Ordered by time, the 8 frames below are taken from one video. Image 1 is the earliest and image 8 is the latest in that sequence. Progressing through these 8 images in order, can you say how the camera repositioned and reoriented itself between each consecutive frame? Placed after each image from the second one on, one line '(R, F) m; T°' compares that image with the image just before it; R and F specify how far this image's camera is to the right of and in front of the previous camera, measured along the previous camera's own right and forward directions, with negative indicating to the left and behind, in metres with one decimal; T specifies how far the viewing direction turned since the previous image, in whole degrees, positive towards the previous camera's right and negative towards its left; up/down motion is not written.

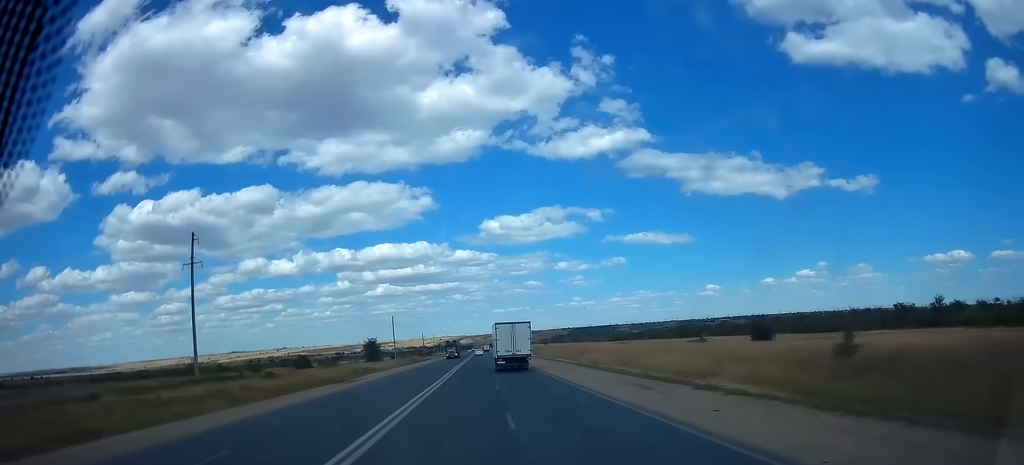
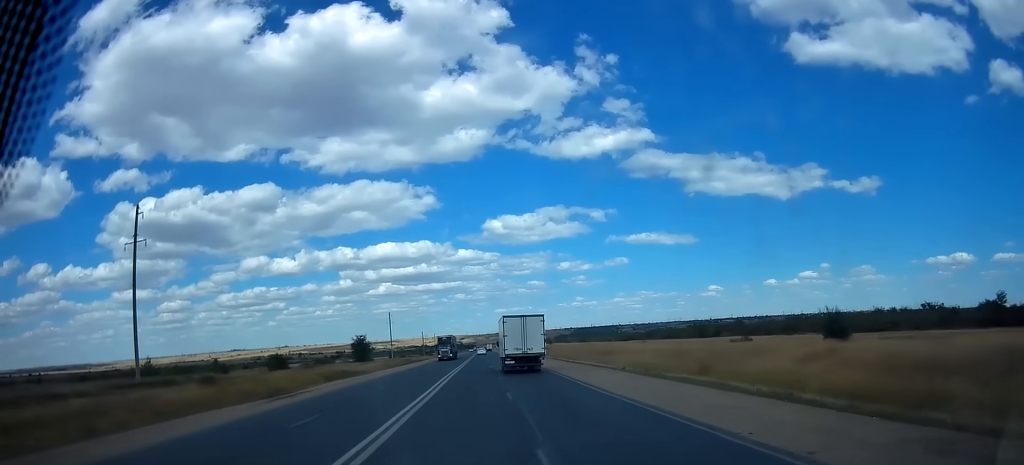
(0.0, +17.8) m; 0°
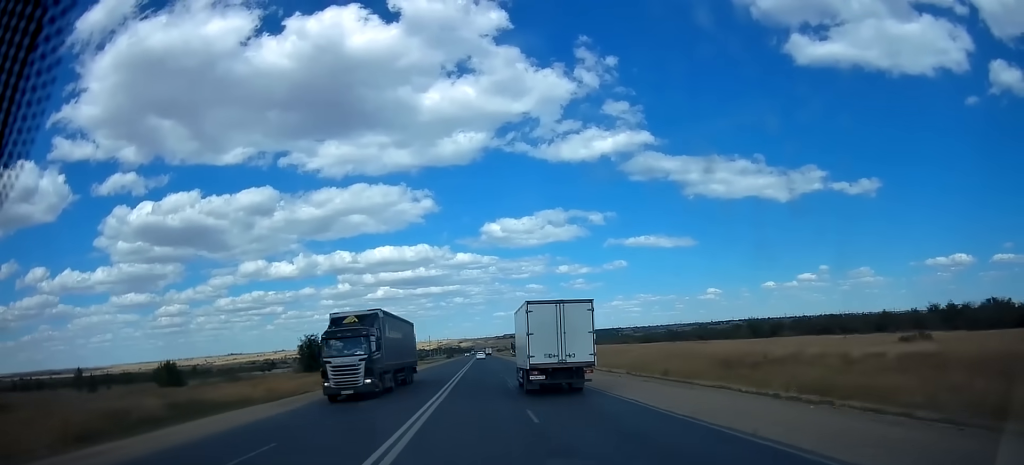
(-0.1, +41.1) m; 0°
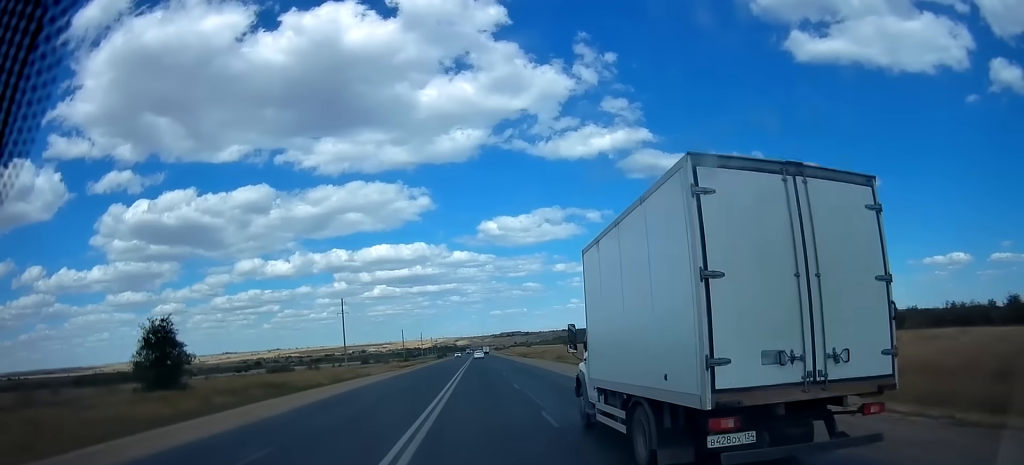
(-0.2, +49.3) m; 0°
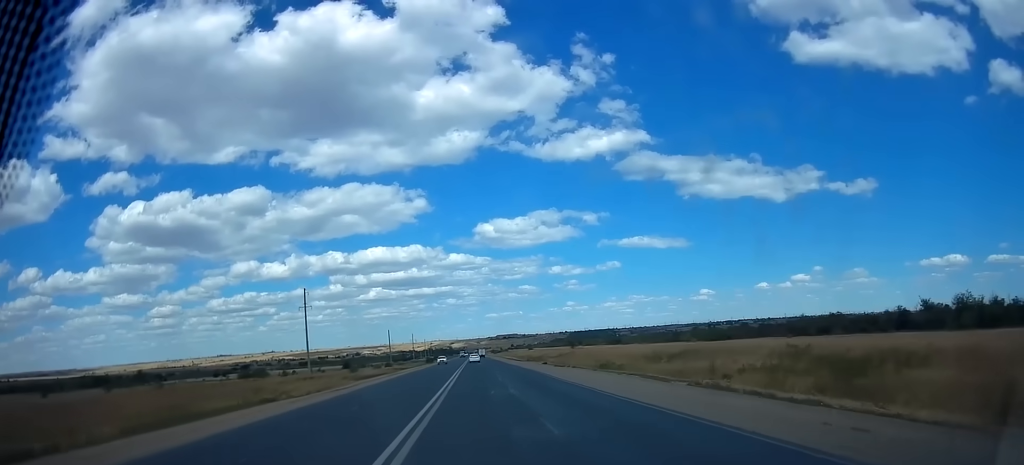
(+0.3, +37.9) m; +1°
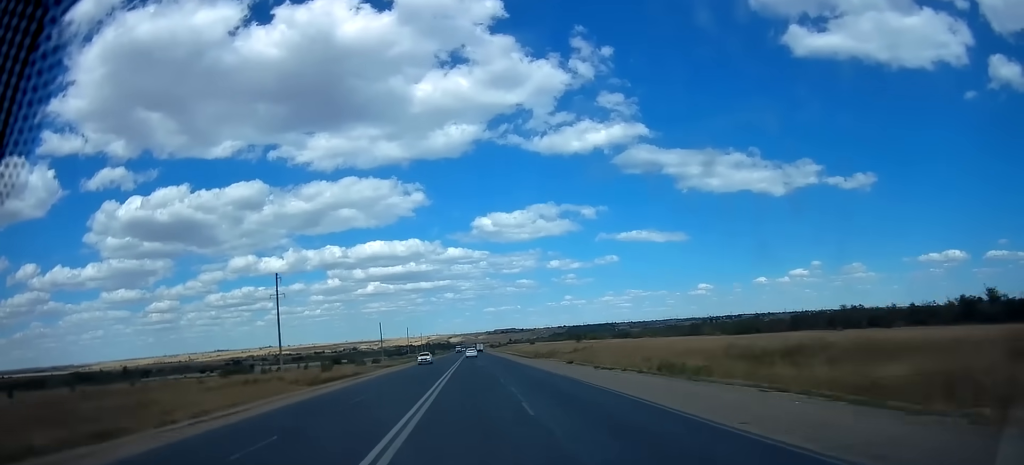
(0.0, +20.5) m; 0°
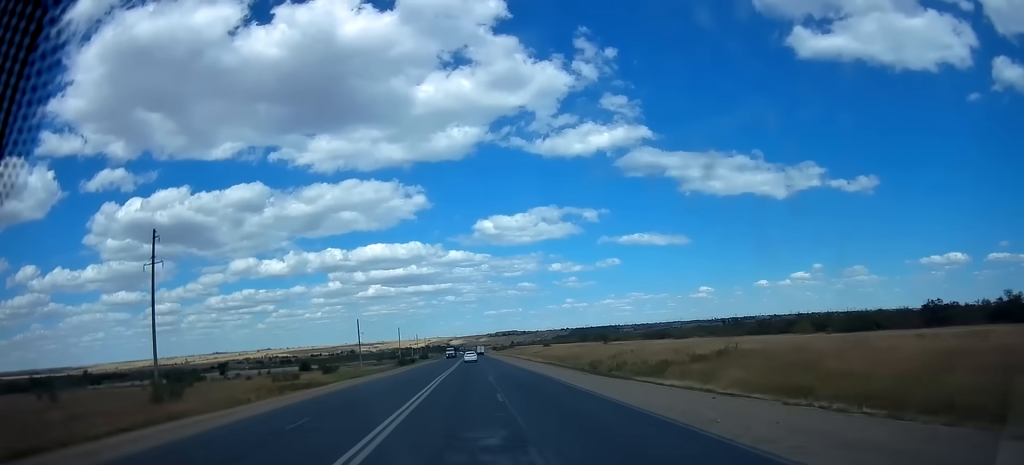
(-0.2, +54.1) m; +1°
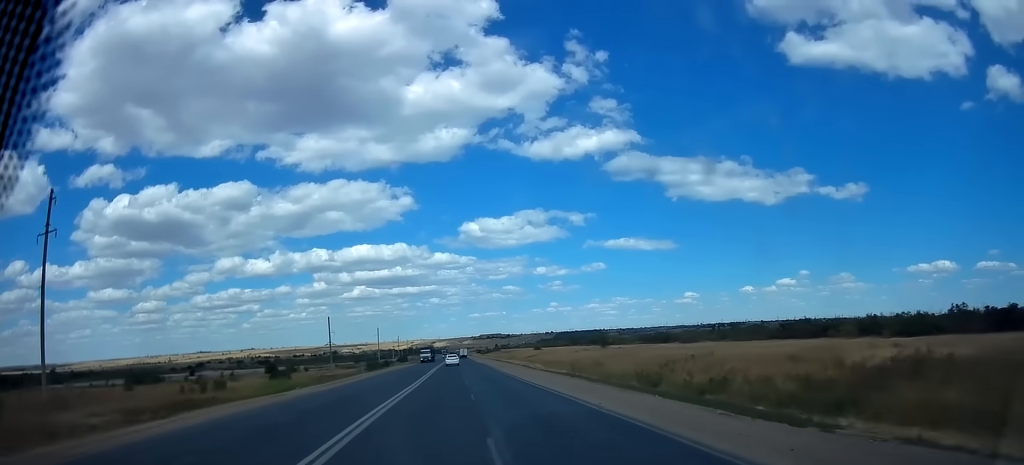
(+0.2, +22.7) m; +1°
